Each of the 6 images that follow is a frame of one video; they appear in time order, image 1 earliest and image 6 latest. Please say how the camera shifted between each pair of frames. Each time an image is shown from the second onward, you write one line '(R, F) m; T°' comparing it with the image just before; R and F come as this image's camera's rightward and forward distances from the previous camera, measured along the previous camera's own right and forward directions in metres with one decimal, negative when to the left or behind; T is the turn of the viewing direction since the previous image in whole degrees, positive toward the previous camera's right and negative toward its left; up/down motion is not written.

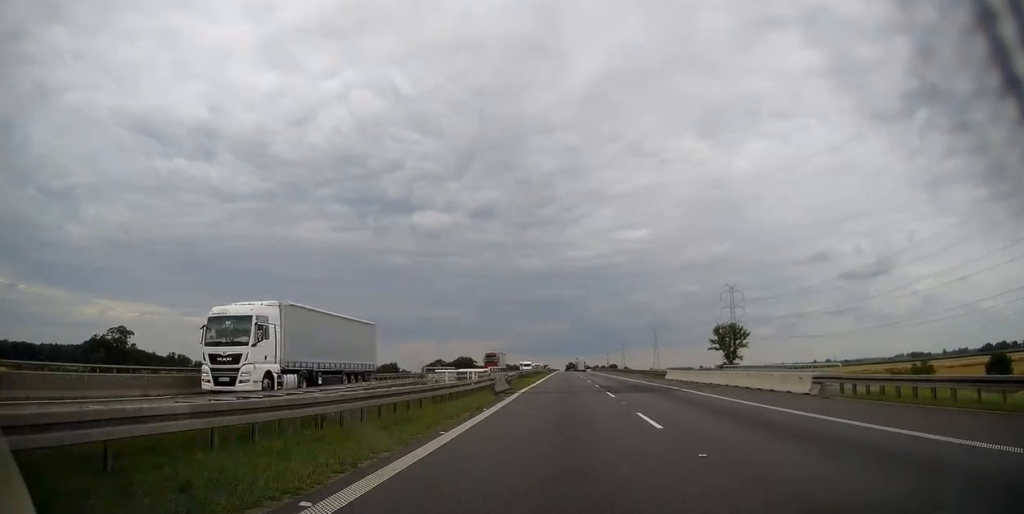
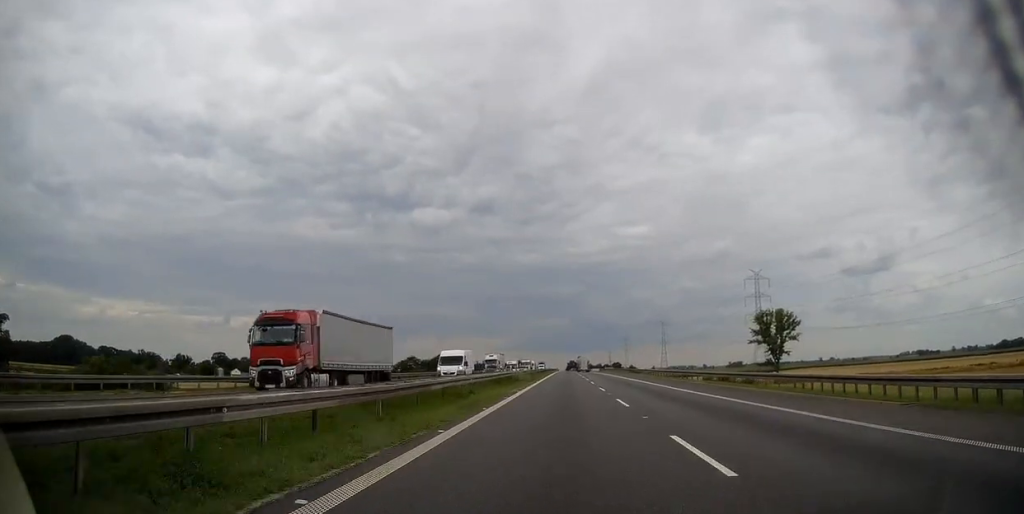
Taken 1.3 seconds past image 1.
(0.0, +45.2) m; 0°
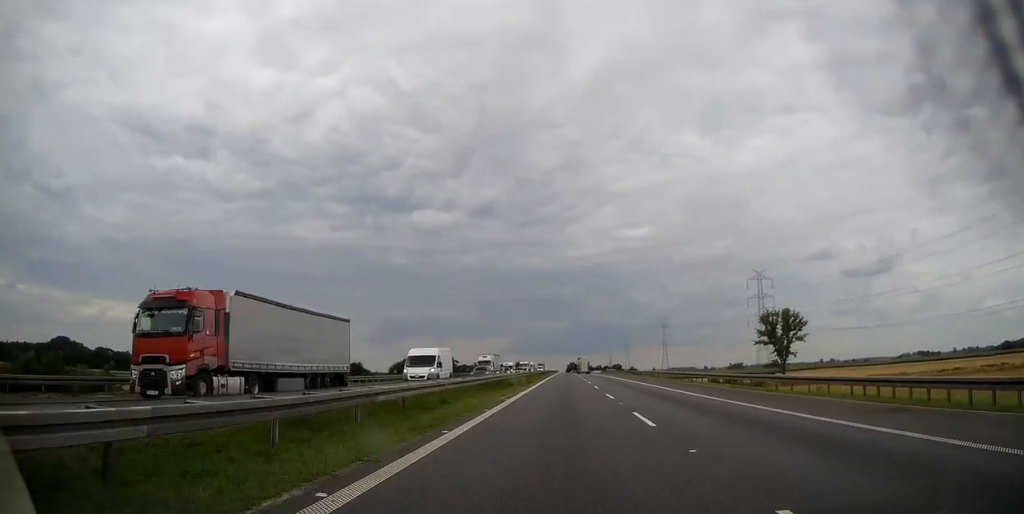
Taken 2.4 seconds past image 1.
(0.0, +39.8) m; 0°
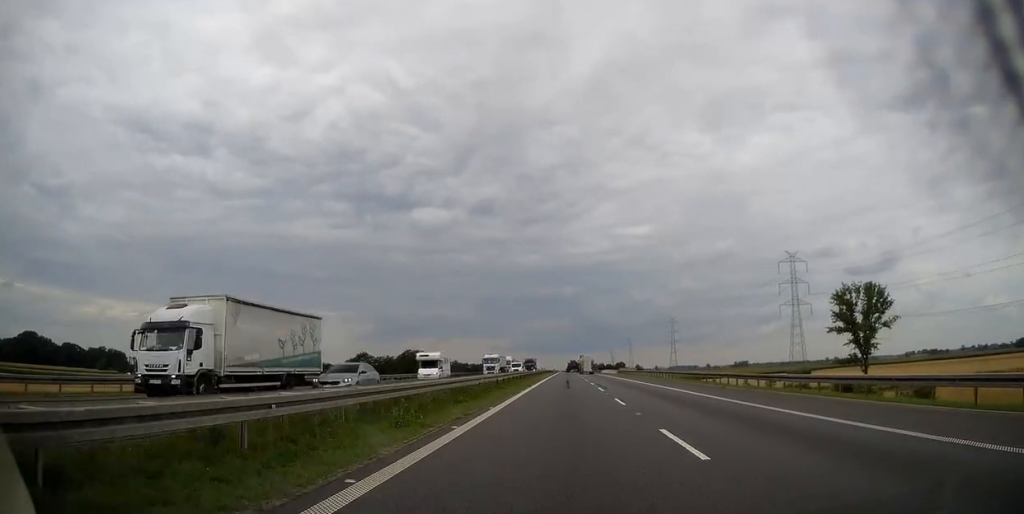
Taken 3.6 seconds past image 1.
(-0.1, +48.0) m; 0°
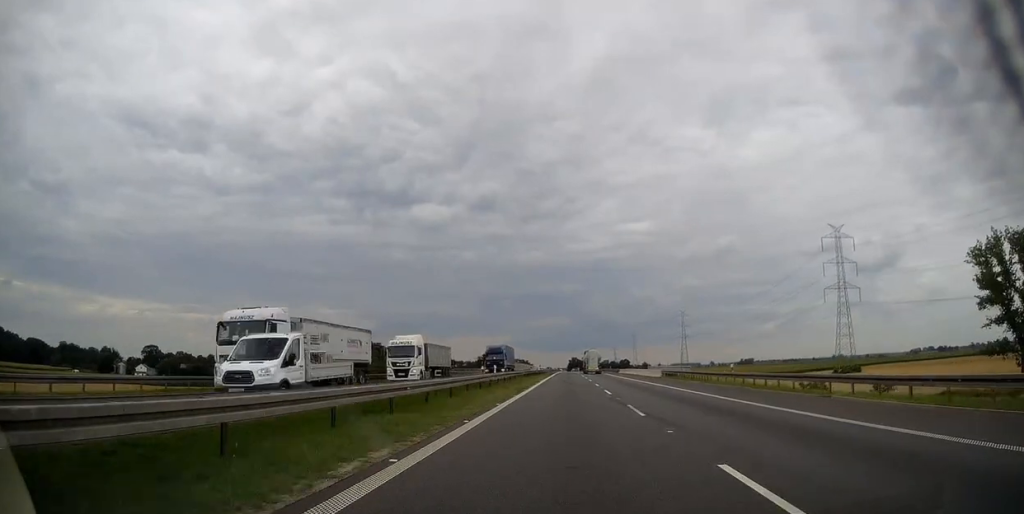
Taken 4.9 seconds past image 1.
(0.0, +50.5) m; 0°
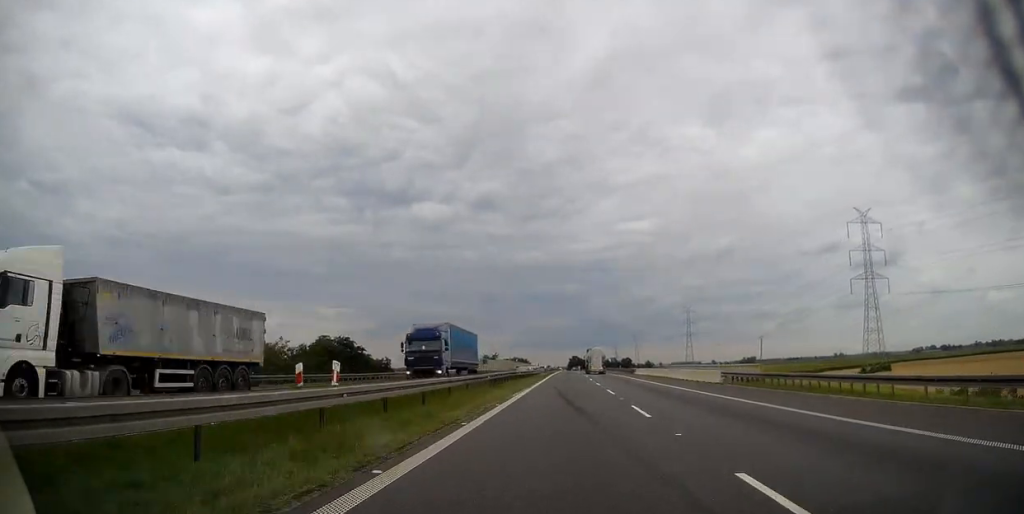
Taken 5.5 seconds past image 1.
(0.0, +24.4) m; 0°
